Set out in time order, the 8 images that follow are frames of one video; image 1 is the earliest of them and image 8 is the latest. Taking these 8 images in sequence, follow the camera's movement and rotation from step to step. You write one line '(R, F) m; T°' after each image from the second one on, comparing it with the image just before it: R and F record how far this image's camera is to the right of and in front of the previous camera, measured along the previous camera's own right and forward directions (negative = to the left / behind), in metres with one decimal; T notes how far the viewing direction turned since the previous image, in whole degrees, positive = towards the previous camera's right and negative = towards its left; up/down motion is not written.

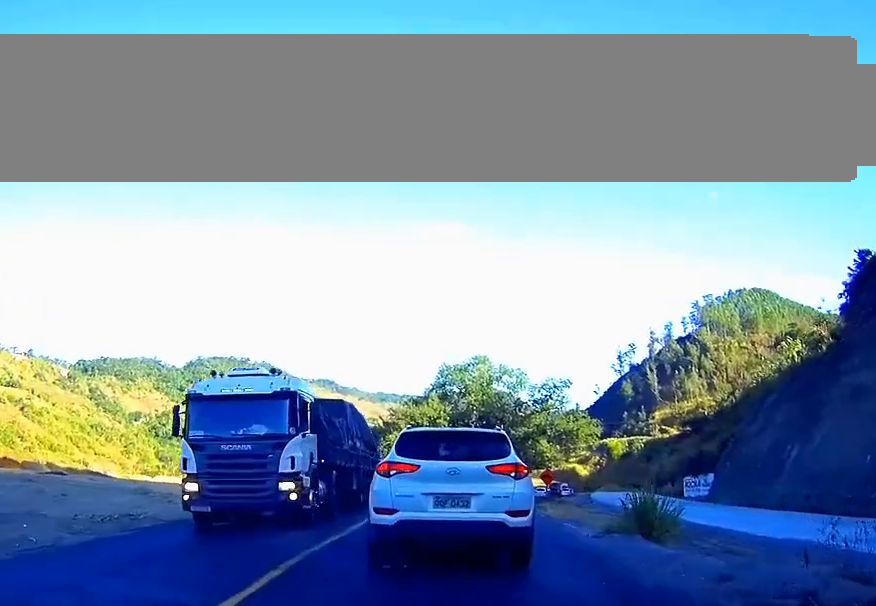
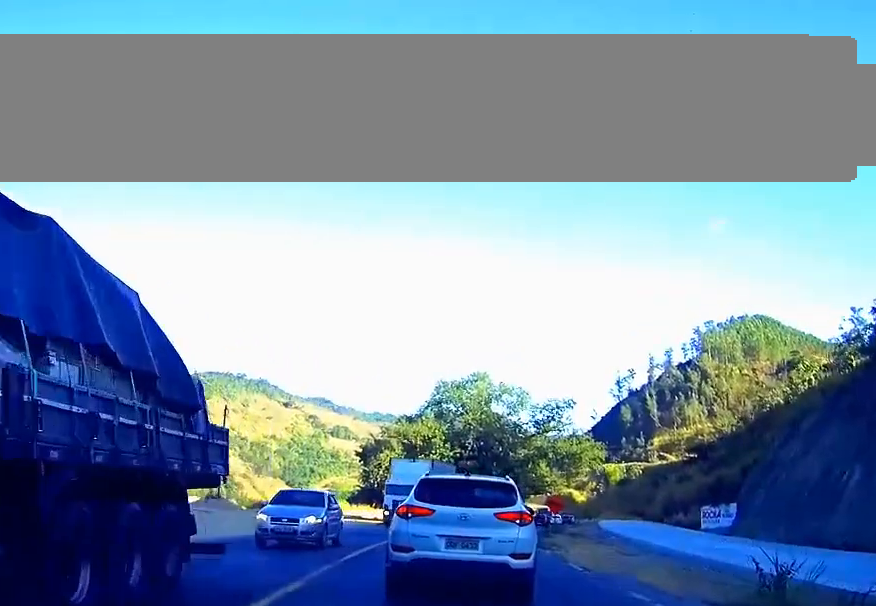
(0.0, +9.5) m; +1°
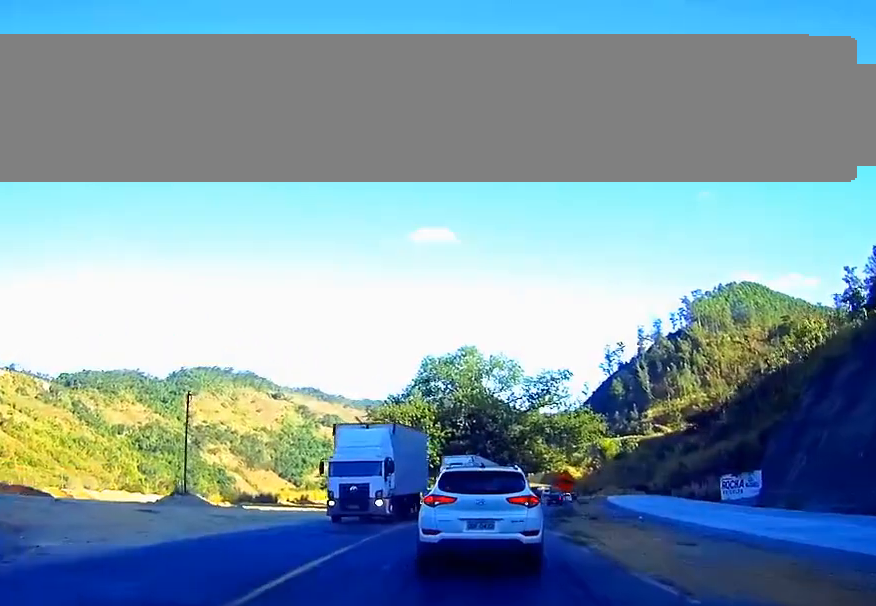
(+0.1, +8.6) m; +1°
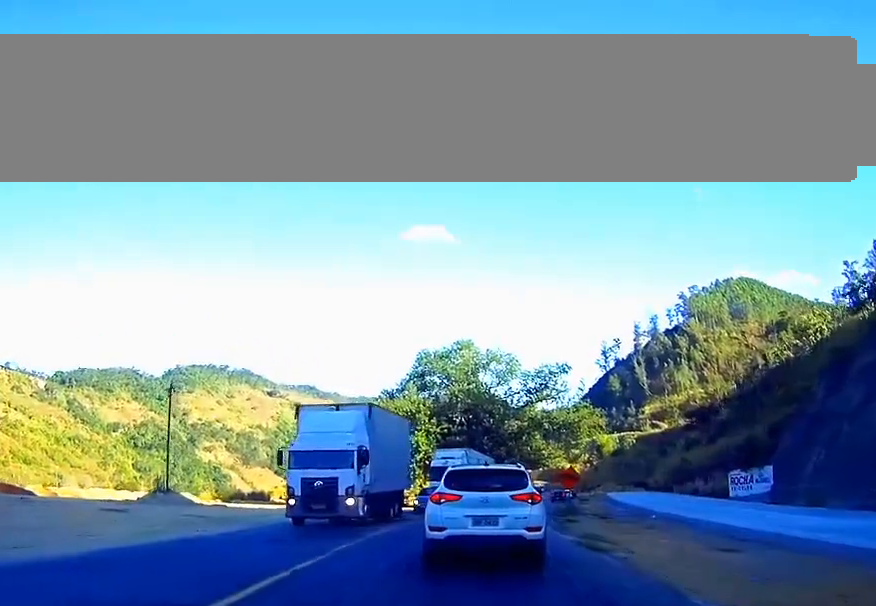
(0.0, +3.8) m; 0°
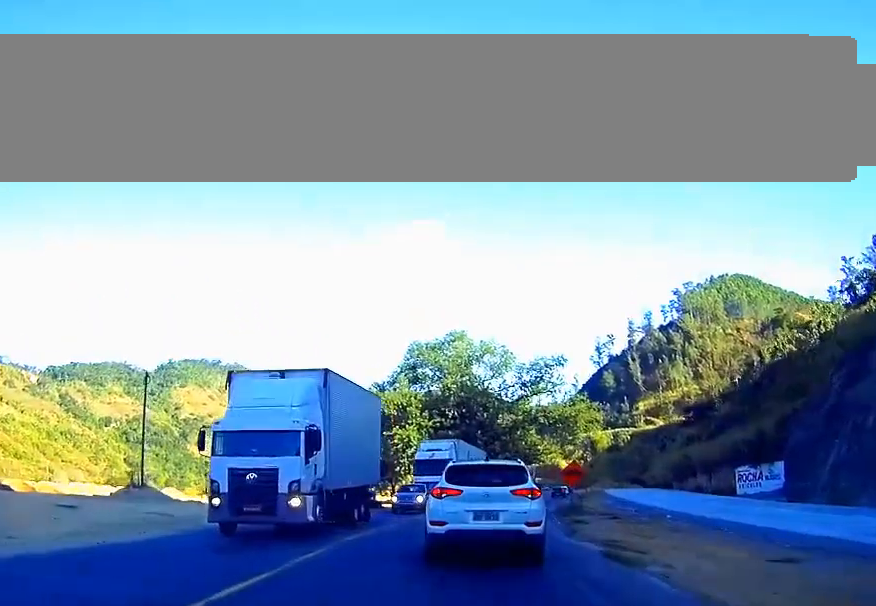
(0.0, +4.1) m; 0°
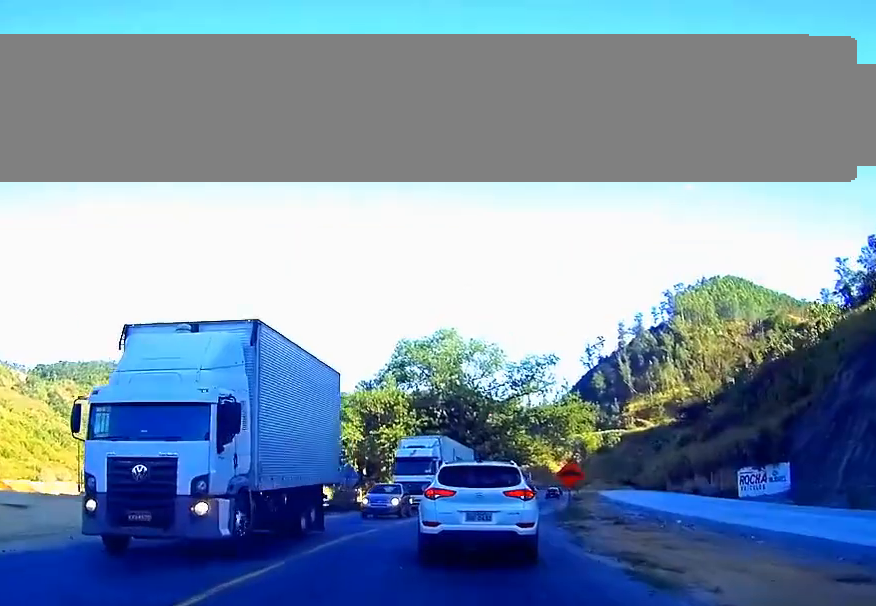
(0.0, +3.5) m; 0°
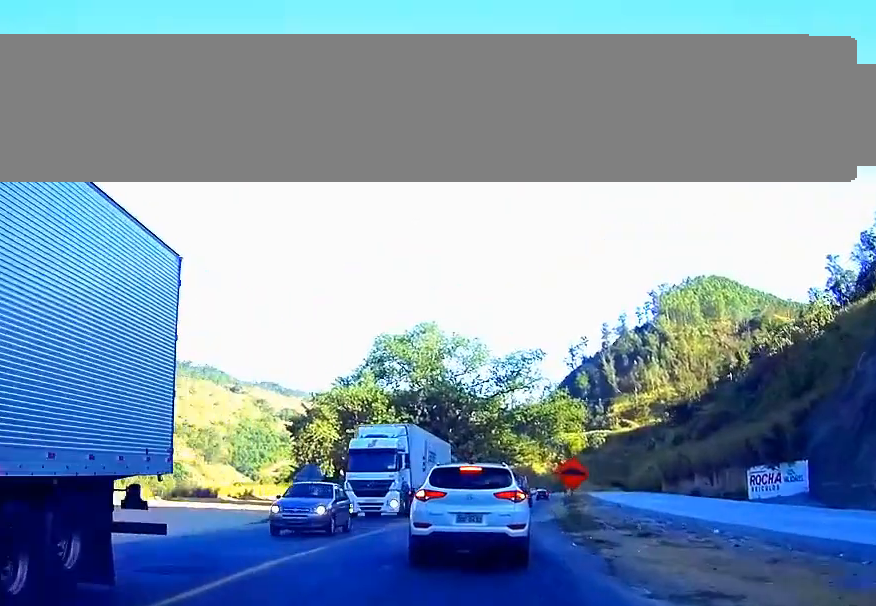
(-0.1, +6.7) m; 0°
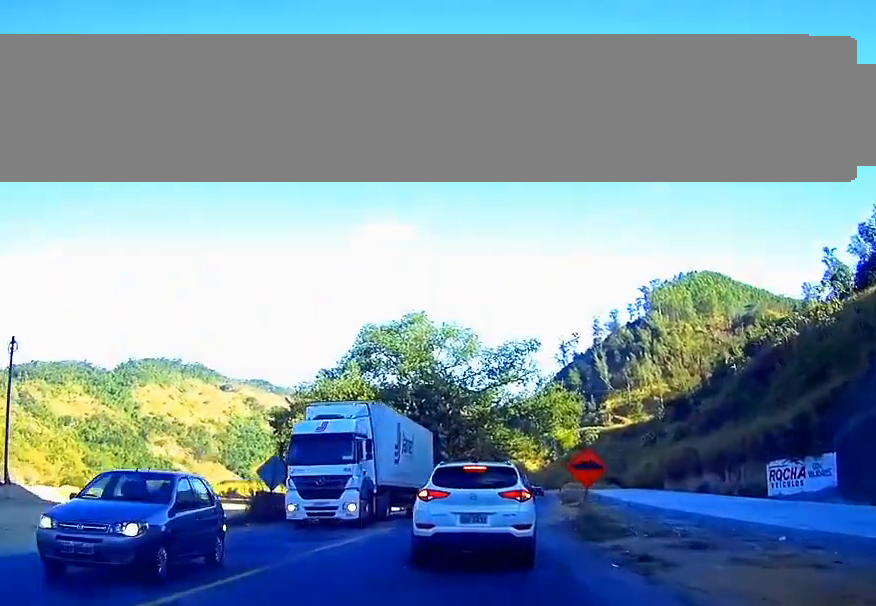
(0.0, +6.0) m; +1°
